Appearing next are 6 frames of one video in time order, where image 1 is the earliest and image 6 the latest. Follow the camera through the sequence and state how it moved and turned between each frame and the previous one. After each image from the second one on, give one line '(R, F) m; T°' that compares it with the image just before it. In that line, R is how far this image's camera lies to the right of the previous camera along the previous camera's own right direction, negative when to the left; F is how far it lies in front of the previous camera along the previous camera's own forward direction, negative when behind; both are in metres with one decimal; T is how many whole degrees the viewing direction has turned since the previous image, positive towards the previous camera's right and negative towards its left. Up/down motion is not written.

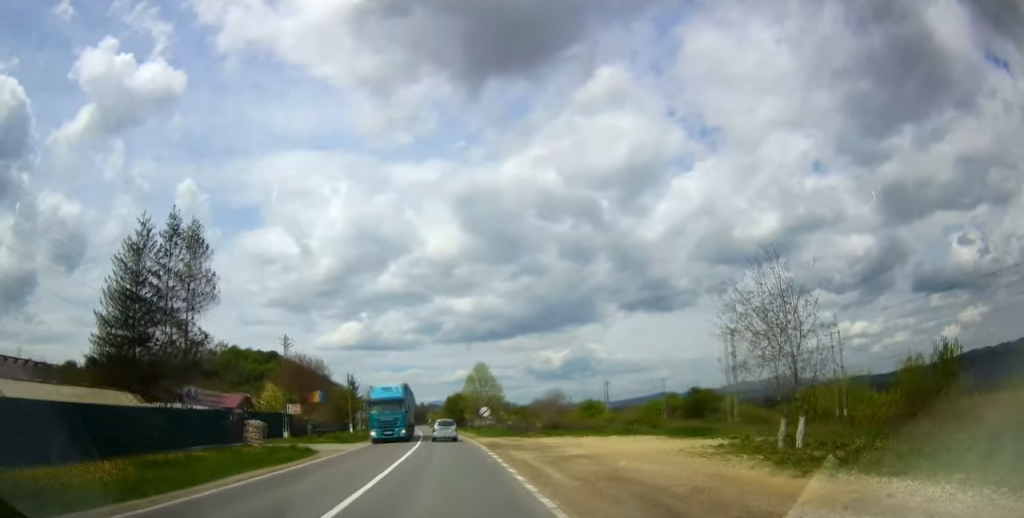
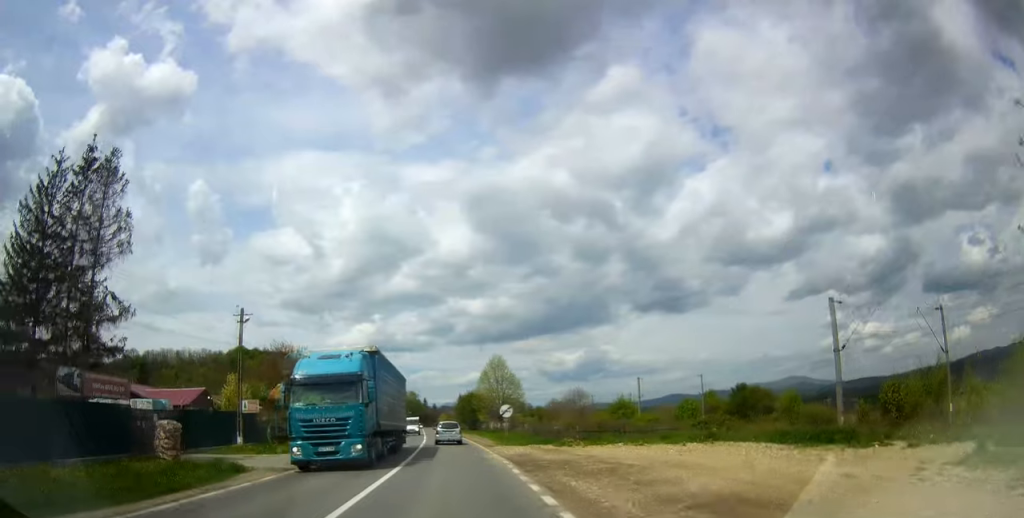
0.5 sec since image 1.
(-0.1, +11.5) m; -1°
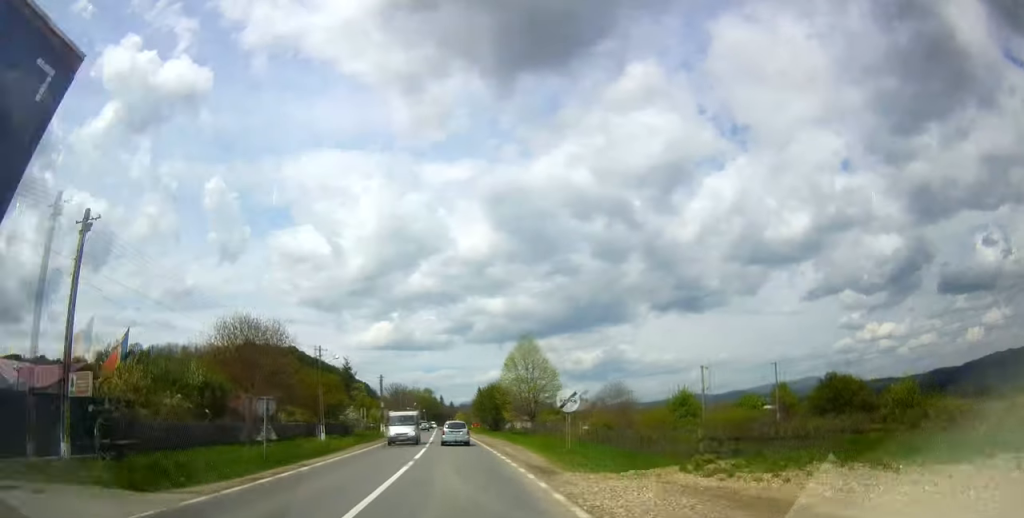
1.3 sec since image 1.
(-0.3, +19.8) m; -1°
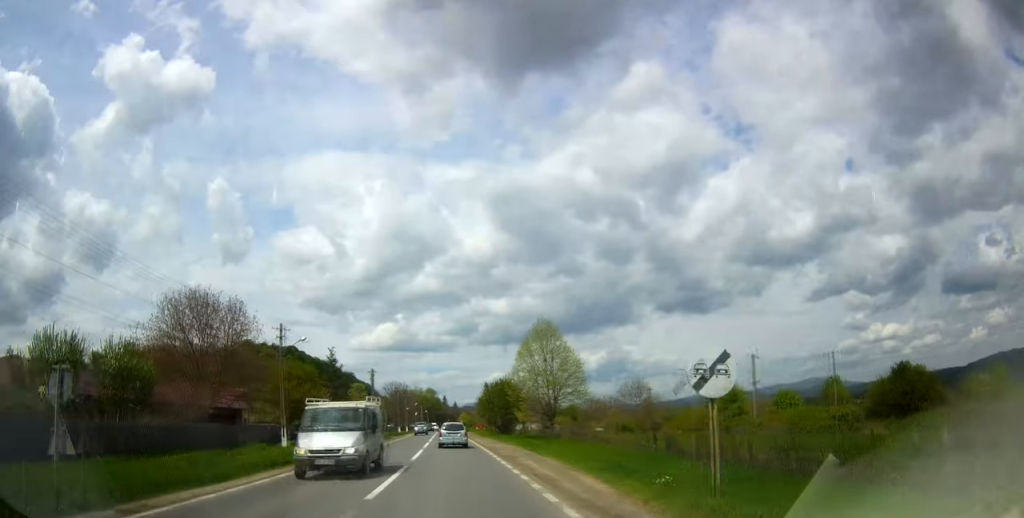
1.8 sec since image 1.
(+0.1, +11.0) m; -1°
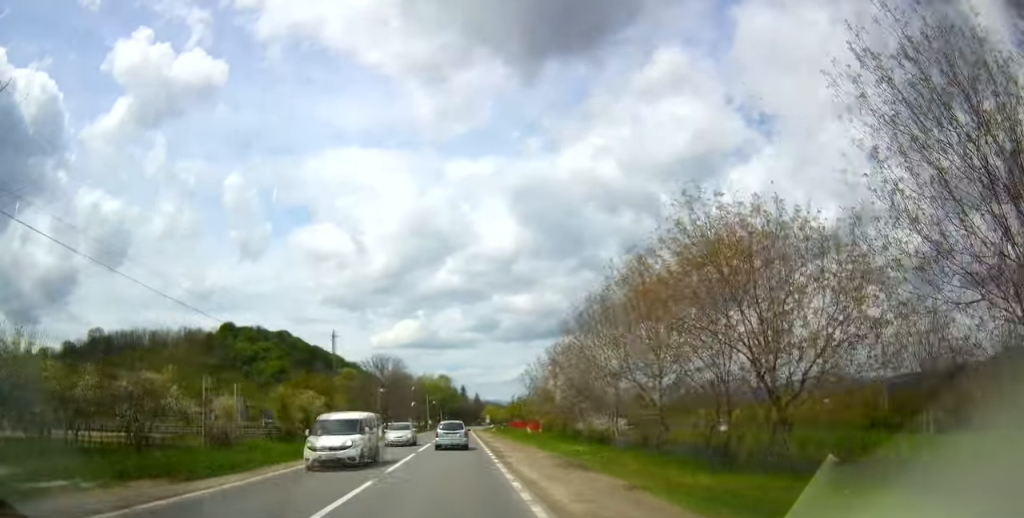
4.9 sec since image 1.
(-1.8, +68.0) m; -2°
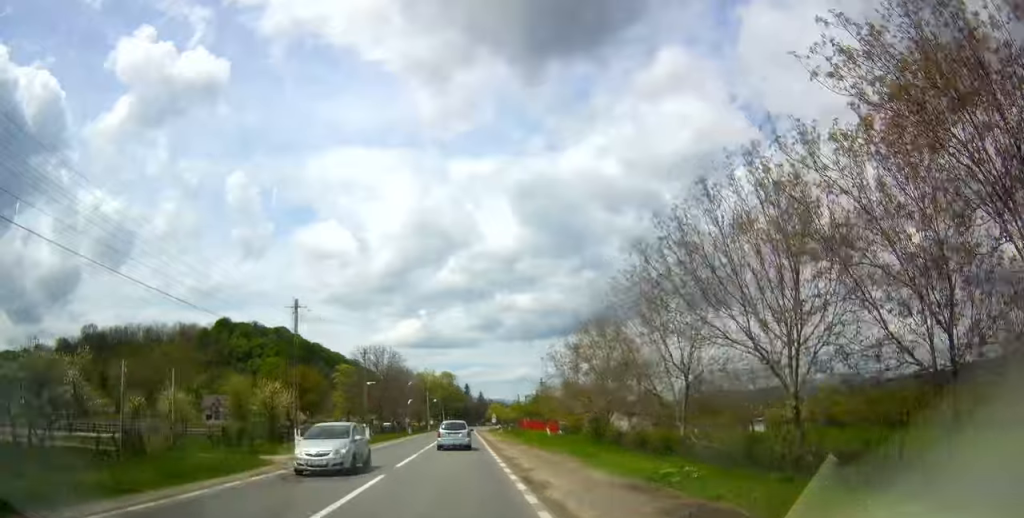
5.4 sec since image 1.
(-0.1, +10.9) m; -1°
